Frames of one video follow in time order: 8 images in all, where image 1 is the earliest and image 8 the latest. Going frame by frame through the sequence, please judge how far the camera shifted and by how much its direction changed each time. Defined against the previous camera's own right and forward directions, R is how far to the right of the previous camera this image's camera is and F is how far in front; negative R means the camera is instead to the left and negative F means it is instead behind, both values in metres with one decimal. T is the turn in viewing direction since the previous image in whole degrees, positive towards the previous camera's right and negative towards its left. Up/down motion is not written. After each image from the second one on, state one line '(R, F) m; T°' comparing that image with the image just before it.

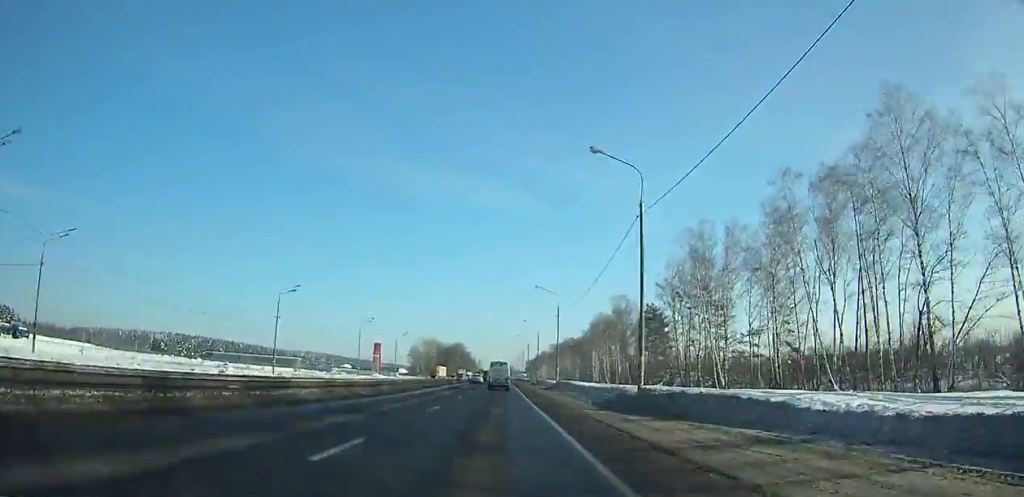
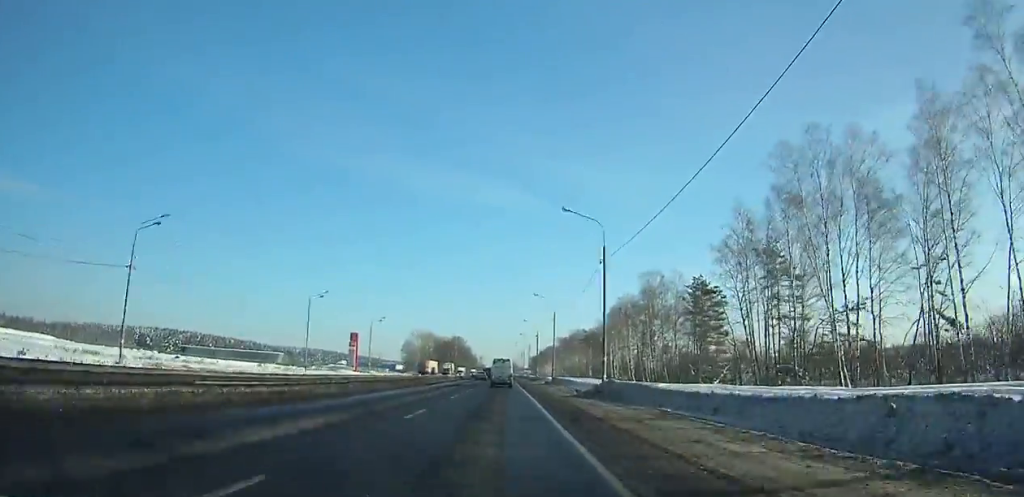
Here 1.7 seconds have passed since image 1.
(-0.7, +29.1) m; +3°
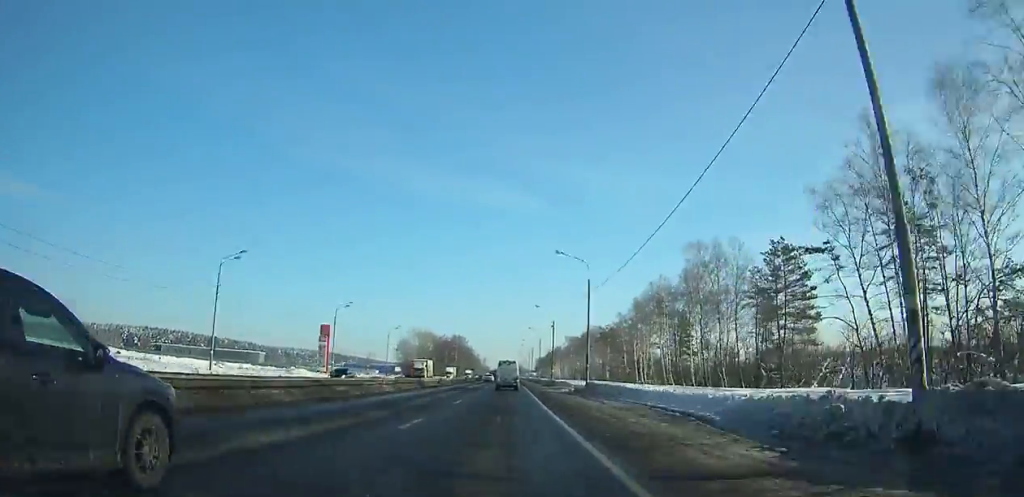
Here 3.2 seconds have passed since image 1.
(+0.6, +25.6) m; 0°
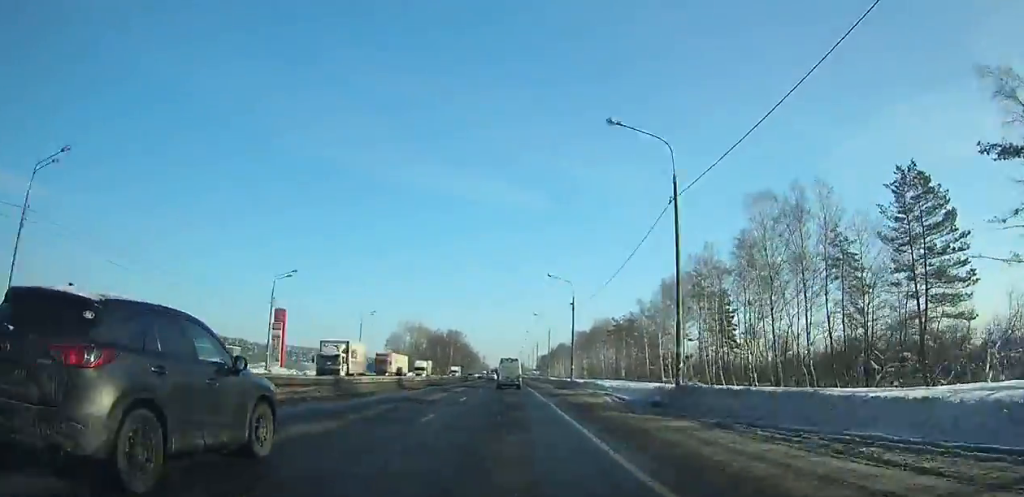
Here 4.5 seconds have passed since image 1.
(+2.9, +22.1) m; -2°
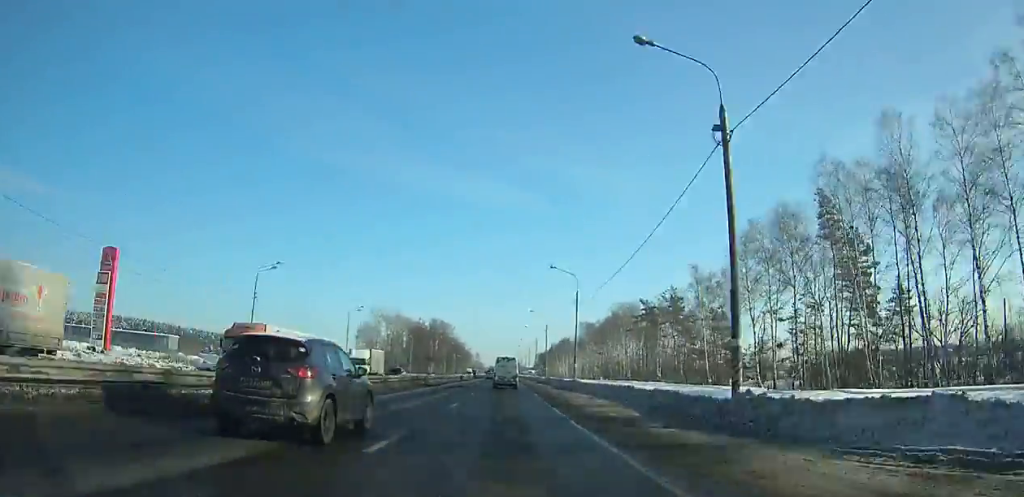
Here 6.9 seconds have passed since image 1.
(-2.9, +40.2) m; -5°
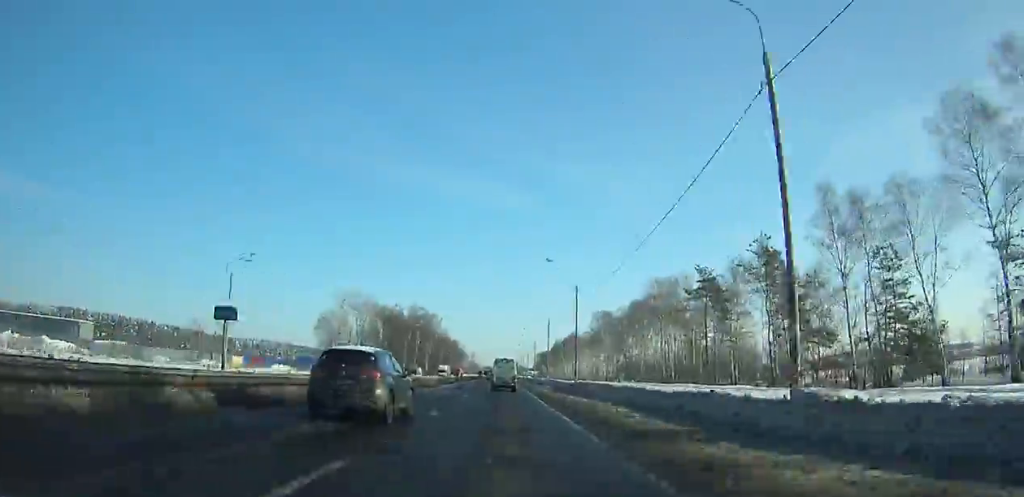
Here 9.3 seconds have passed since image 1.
(-3.4, +40.4) m; -2°
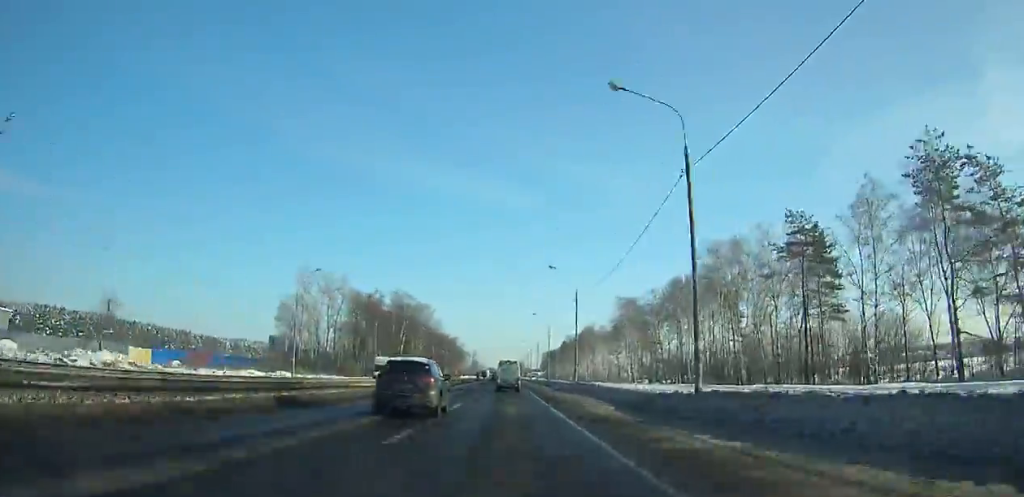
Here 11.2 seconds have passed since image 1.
(+2.1, +31.7) m; +3°
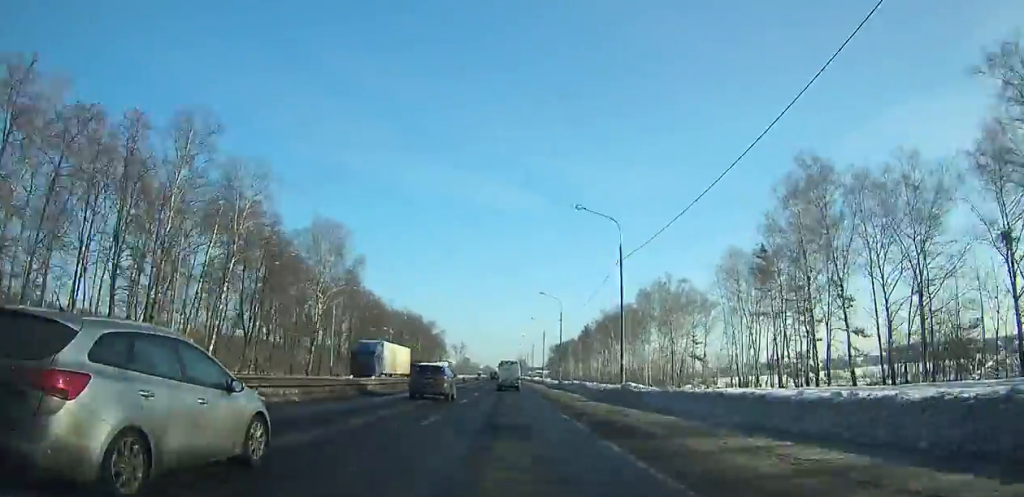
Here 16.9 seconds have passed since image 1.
(+0.8, +92.0) m; +1°
